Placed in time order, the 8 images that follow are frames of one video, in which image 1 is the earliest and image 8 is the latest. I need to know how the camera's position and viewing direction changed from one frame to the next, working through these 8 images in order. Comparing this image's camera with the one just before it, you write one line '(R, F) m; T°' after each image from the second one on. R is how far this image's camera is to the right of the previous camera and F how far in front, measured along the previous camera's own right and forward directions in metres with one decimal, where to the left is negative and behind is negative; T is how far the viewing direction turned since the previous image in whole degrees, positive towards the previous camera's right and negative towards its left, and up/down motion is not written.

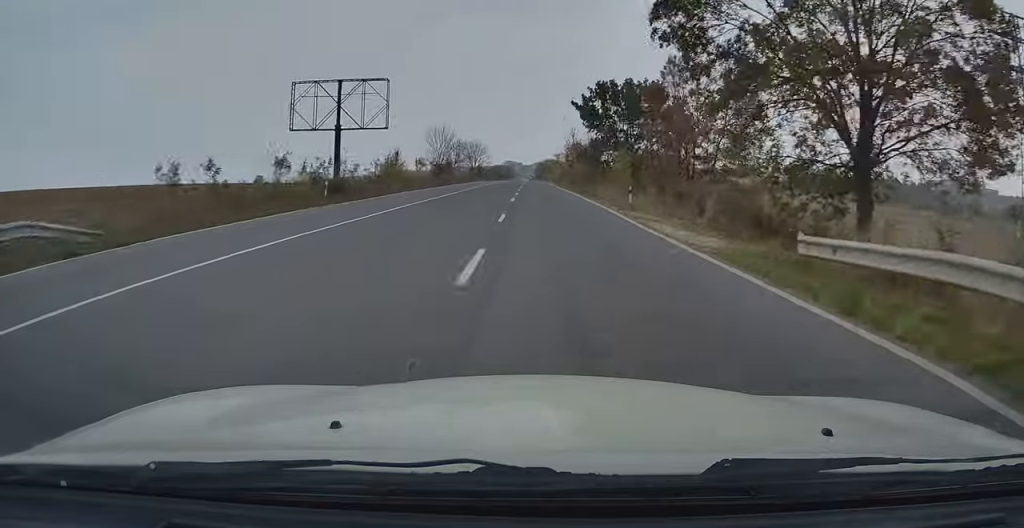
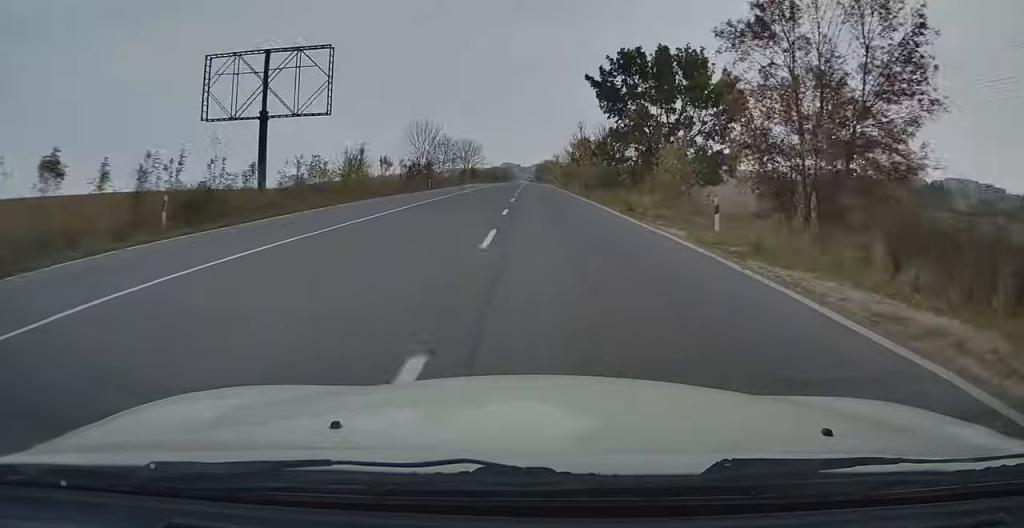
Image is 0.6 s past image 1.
(0.0, +14.9) m; 0°
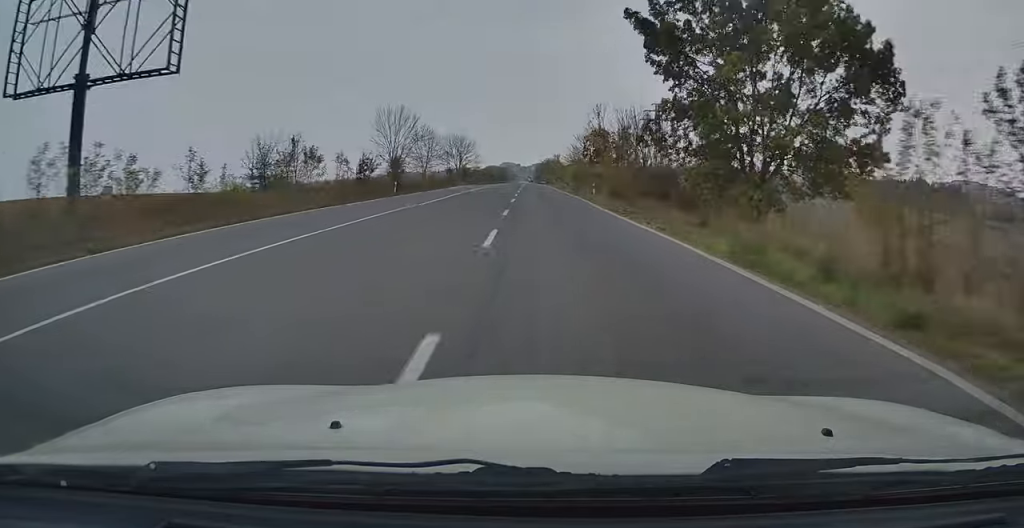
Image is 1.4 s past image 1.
(-0.1, +17.3) m; 0°
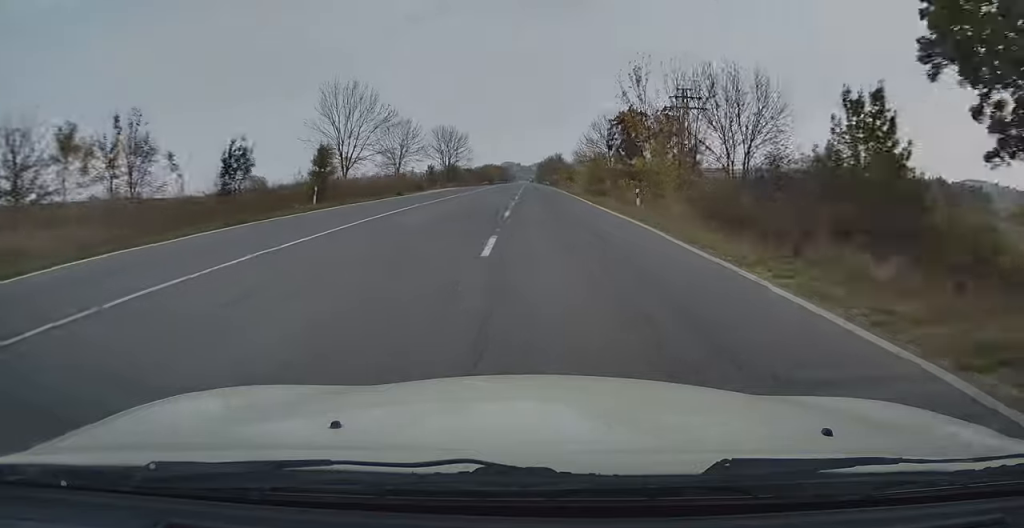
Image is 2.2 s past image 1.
(+0.2, +18.8) m; 0°
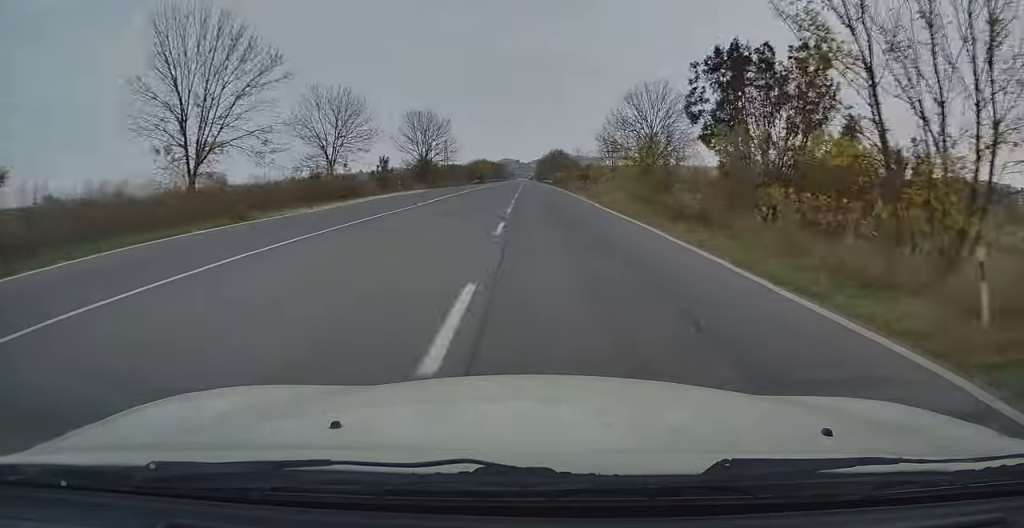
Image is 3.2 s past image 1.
(-0.1, +23.5) m; 0°
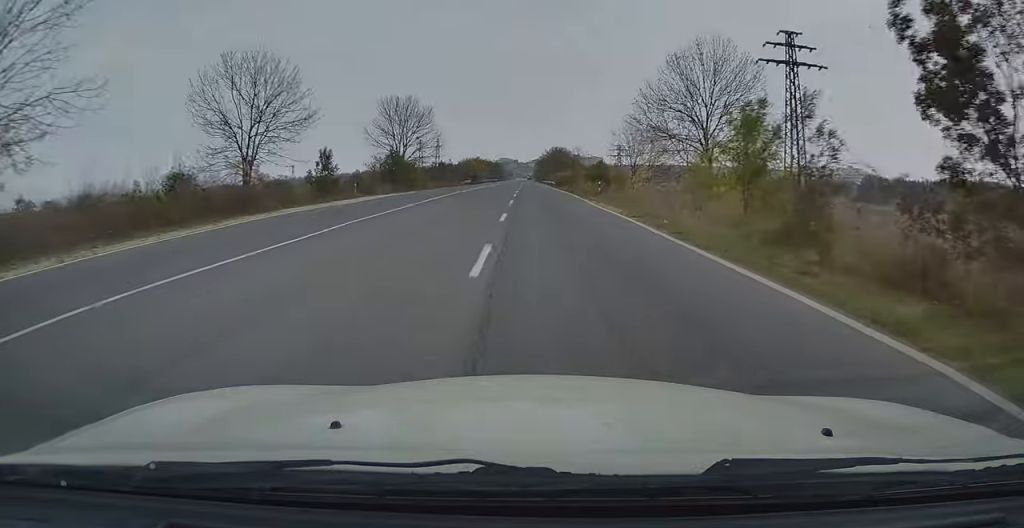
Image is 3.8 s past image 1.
(-0.1, +14.1) m; 0°
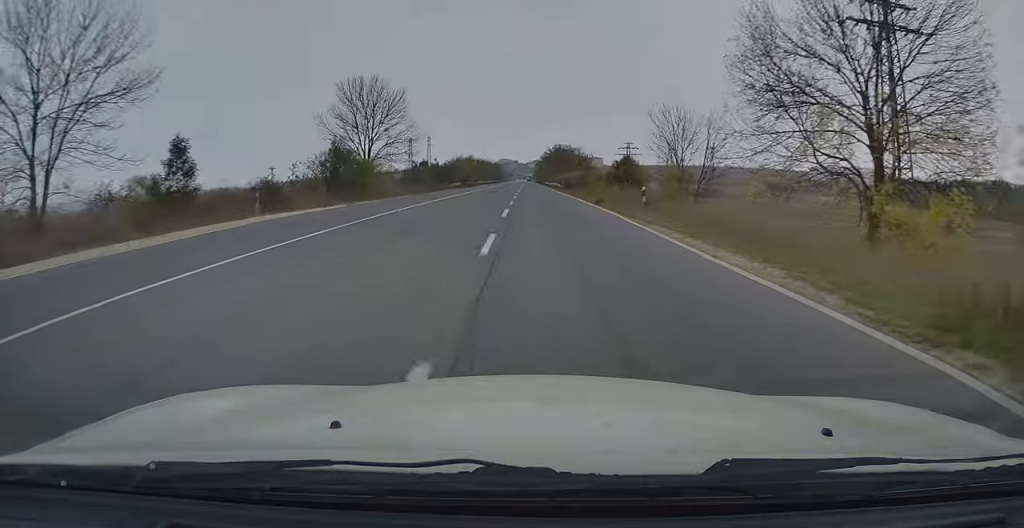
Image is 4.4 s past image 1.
(-0.1, +15.7) m; 0°
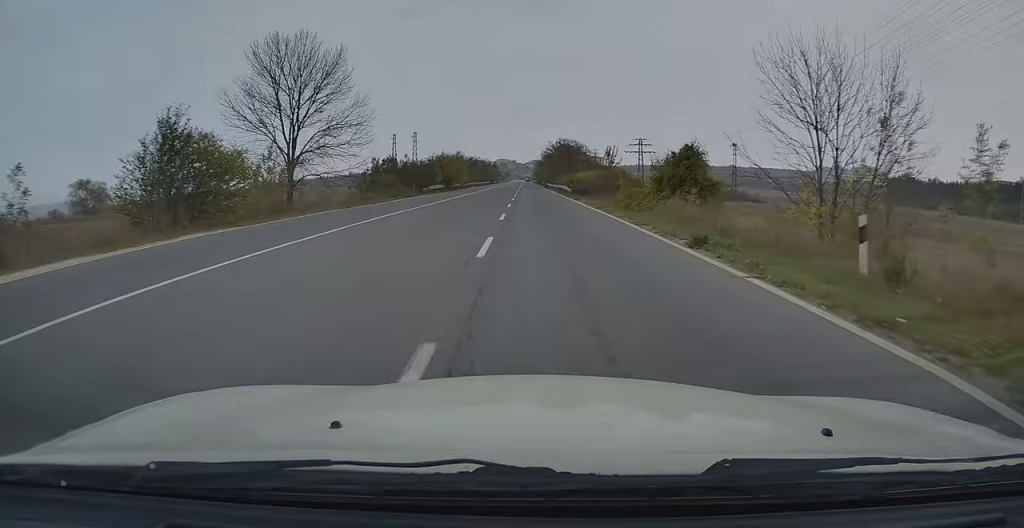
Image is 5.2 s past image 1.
(+0.2, +18.1) m; 0°
